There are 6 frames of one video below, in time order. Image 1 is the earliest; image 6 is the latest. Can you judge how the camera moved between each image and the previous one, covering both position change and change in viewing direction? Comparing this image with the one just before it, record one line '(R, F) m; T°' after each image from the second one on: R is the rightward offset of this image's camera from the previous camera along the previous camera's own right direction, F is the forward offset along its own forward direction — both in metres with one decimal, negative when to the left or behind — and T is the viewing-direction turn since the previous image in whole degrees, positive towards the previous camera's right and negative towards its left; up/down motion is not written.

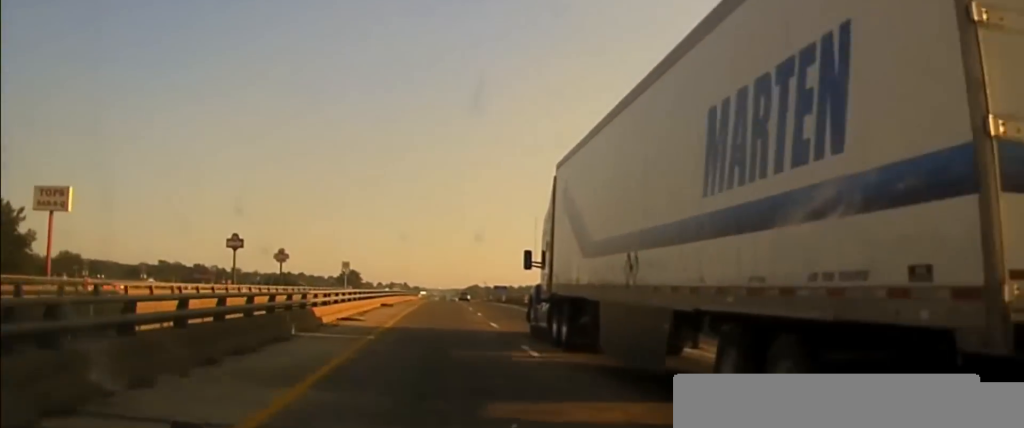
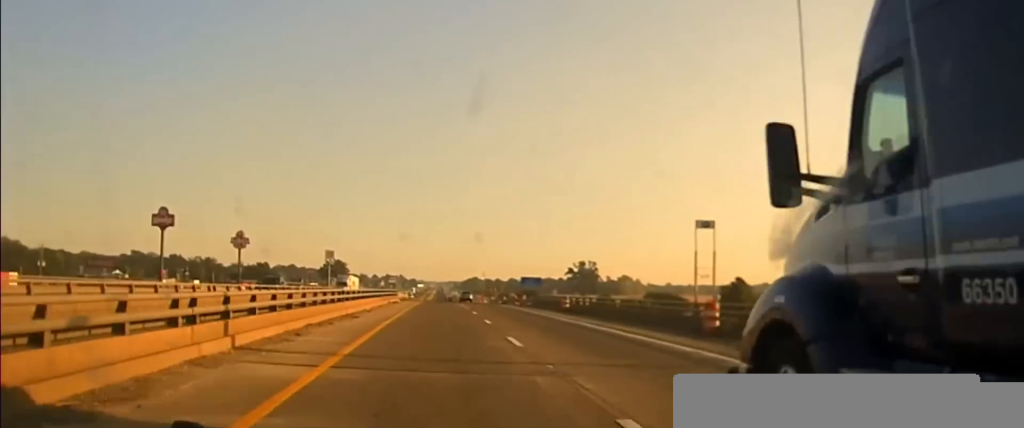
(0.0, +57.5) m; 0°
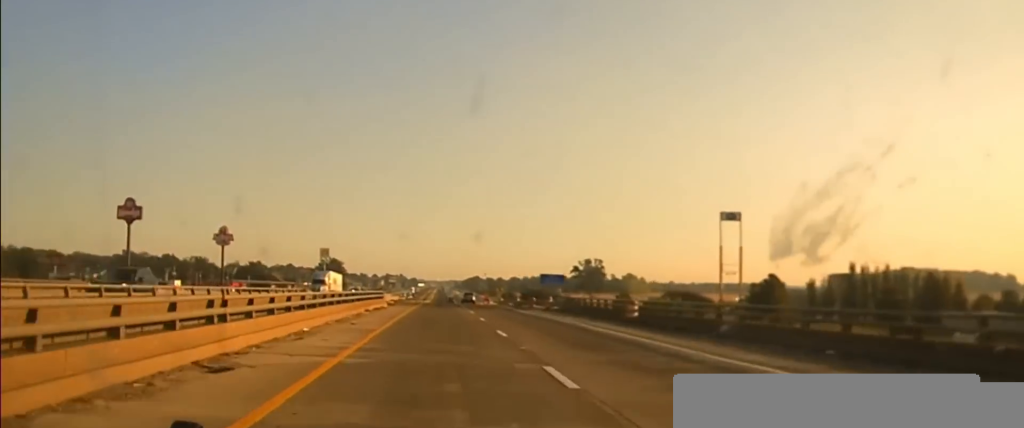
(0.0, +21.1) m; 0°
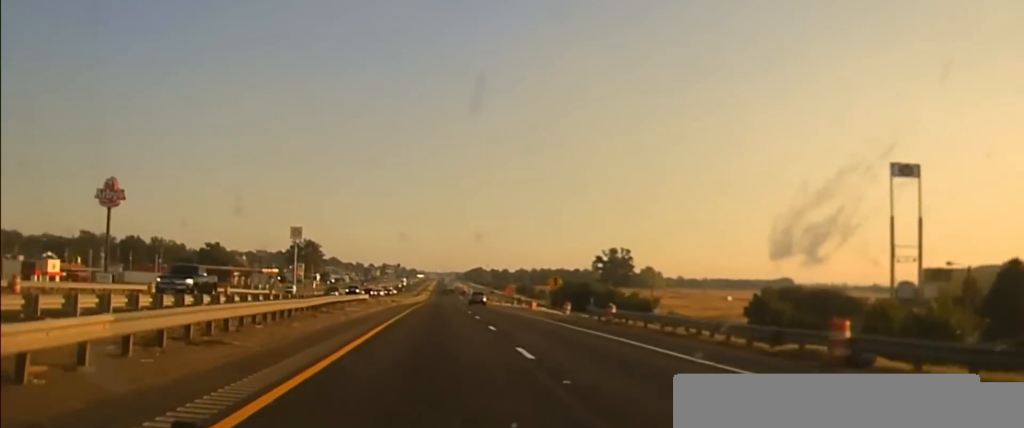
(+0.2, +85.9) m; 0°
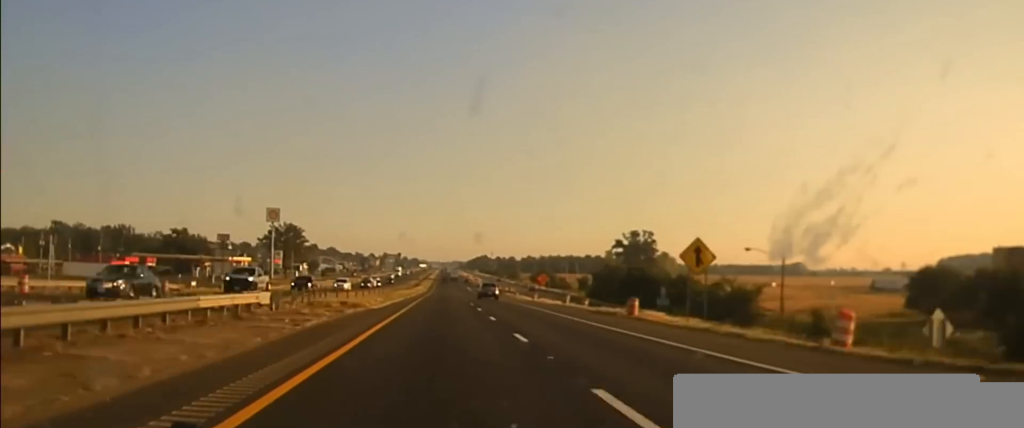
(+0.2, +57.1) m; 0°
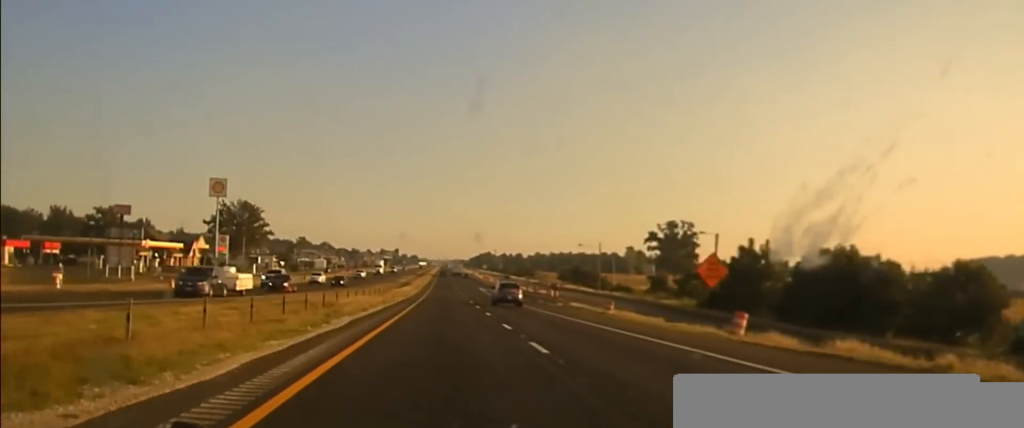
(-0.4, +83.3) m; 0°
